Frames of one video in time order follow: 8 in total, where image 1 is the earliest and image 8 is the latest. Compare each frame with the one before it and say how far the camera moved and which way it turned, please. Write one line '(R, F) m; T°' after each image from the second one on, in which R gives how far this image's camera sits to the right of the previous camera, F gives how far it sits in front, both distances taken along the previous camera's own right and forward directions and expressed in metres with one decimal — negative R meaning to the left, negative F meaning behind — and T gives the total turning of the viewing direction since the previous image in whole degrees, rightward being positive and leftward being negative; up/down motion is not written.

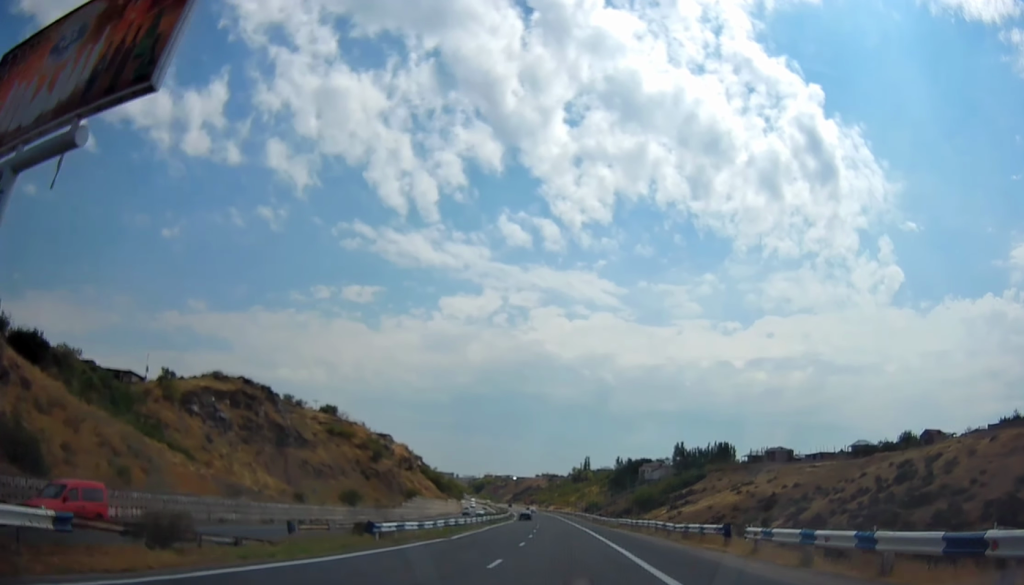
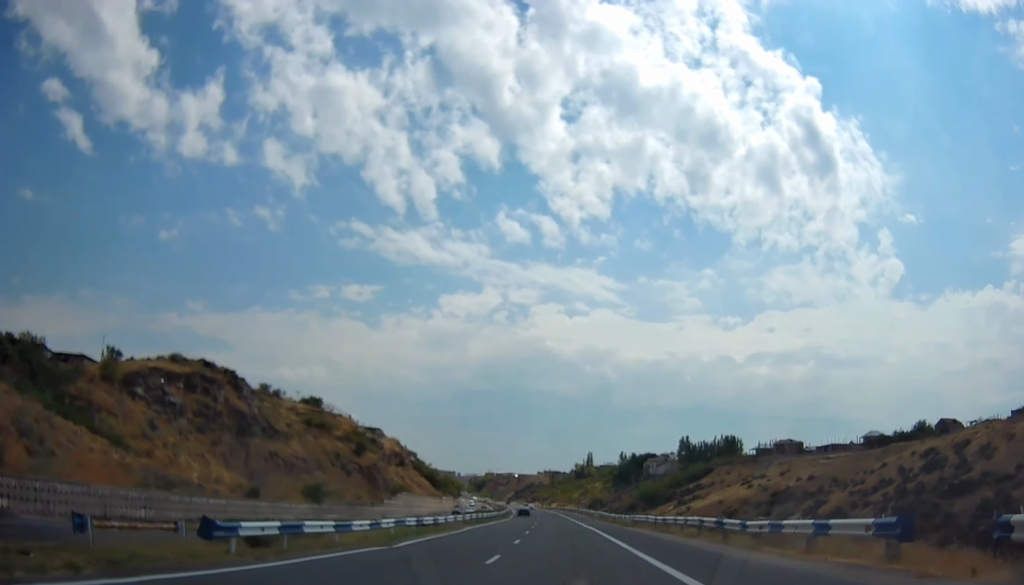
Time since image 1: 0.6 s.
(-0.1, +12.1) m; -1°
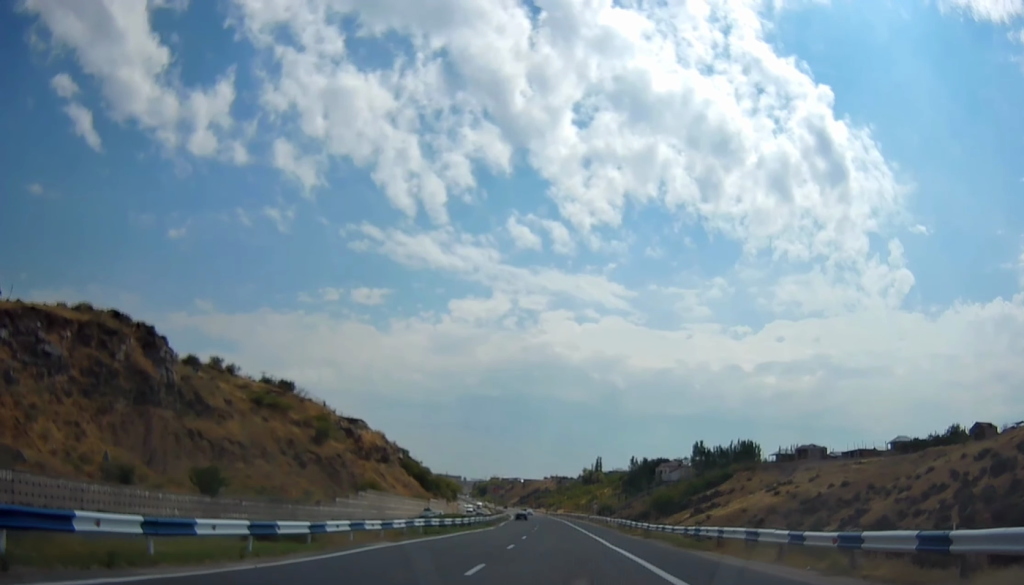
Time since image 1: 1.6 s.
(-0.1, +22.4) m; -1°
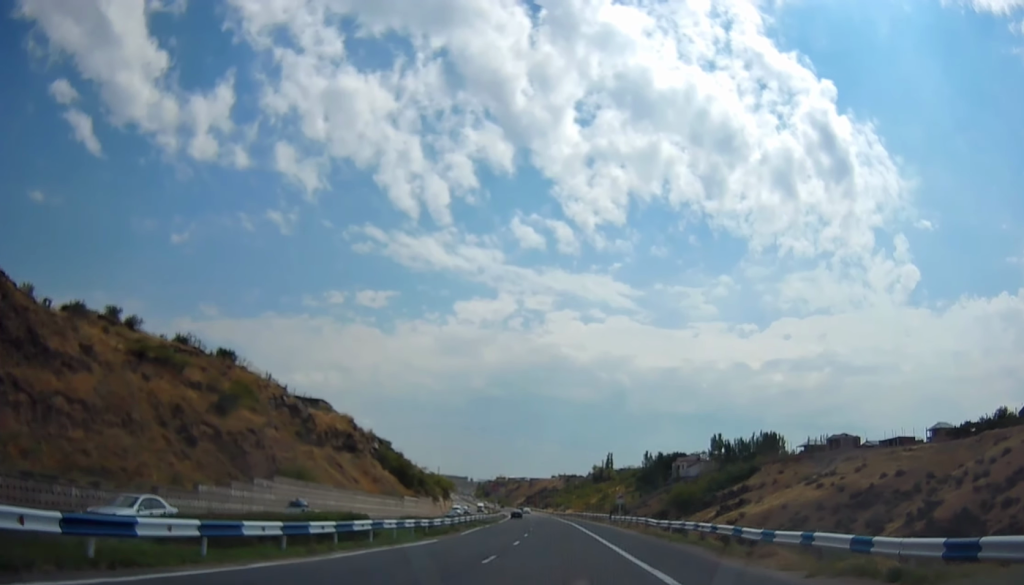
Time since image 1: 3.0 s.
(0.0, +30.4) m; 0°
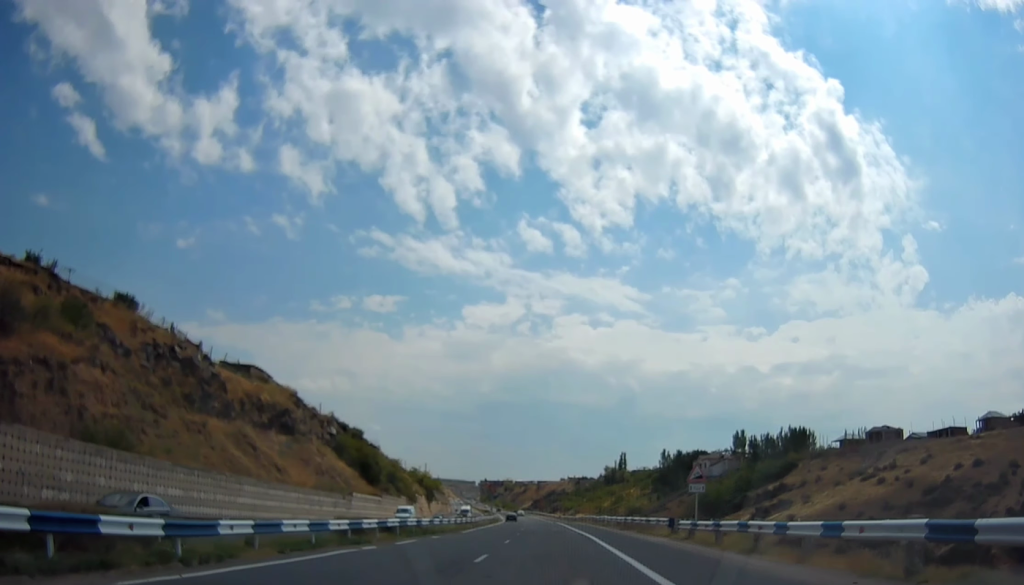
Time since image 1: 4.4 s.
(-0.3, +32.6) m; -1°
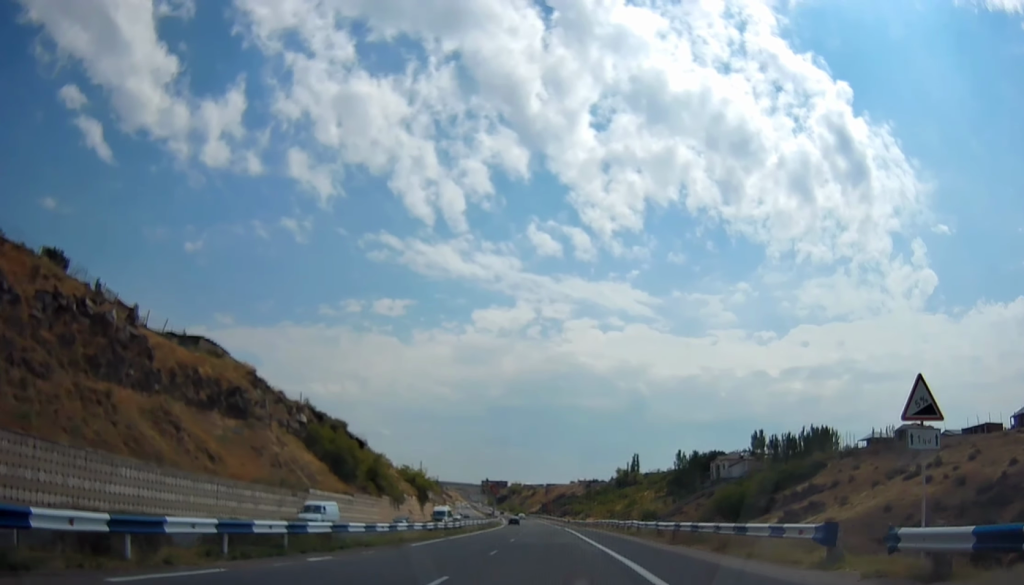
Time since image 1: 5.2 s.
(+0.1, +17.6) m; -1°
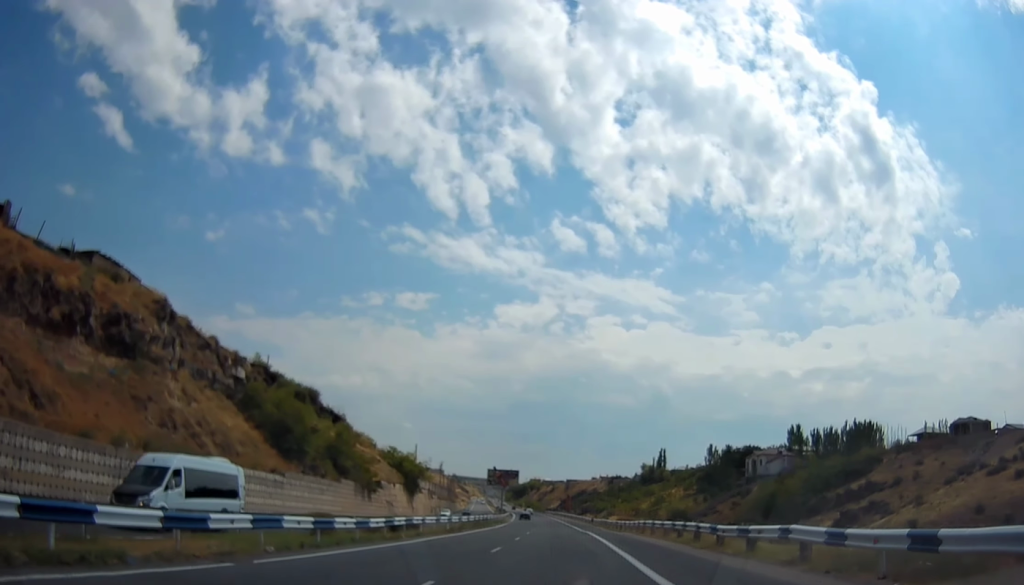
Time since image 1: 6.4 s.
(-0.5, +26.3) m; -1°
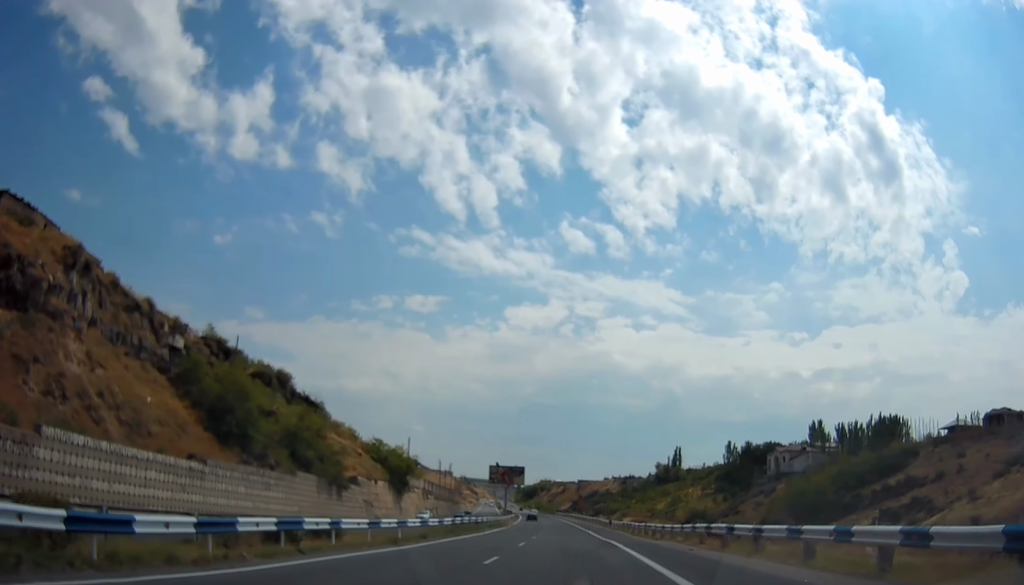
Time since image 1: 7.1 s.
(0.0, +15.3) m; 0°
